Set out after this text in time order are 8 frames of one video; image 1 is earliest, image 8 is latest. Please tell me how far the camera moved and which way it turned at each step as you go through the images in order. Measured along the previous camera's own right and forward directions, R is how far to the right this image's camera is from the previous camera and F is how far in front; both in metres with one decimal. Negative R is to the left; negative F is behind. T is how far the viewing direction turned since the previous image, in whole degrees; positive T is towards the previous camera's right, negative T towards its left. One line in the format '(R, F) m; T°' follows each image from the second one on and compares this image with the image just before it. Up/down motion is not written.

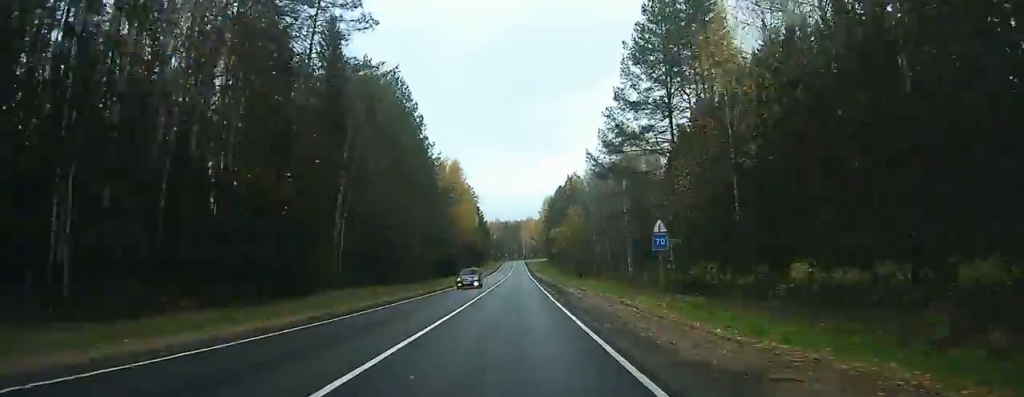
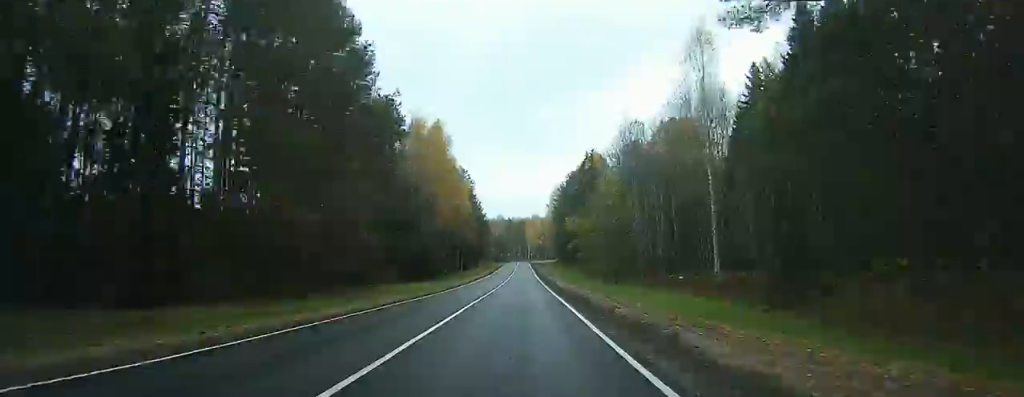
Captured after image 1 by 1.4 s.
(+4.1, +36.7) m; +2°
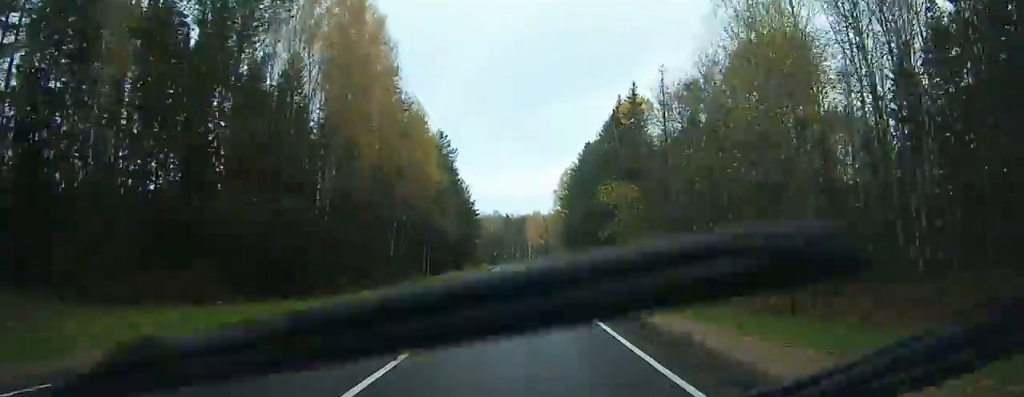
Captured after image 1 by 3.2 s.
(-0.3, +46.9) m; -1°
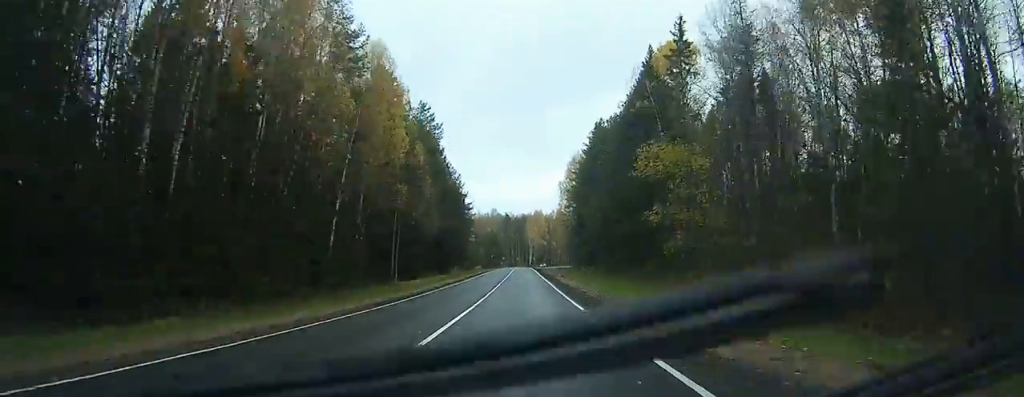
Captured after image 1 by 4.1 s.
(-0.4, +22.3) m; -1°
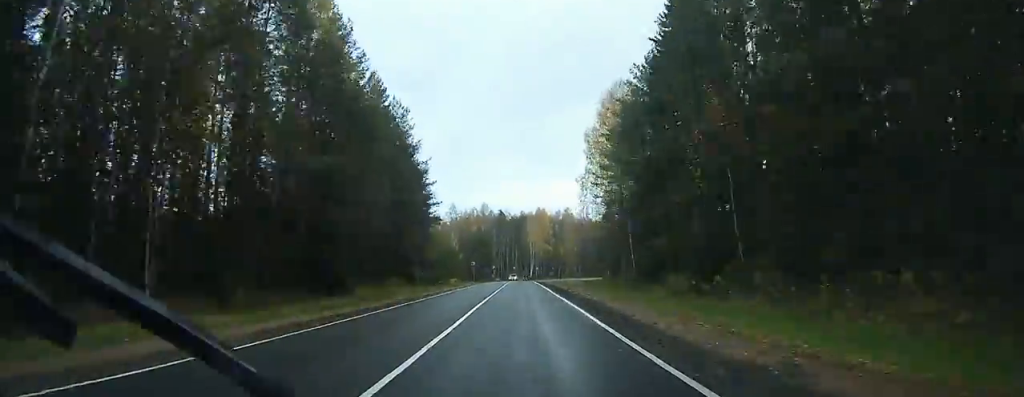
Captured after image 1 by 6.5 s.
(-0.2, +60.7) m; 0°
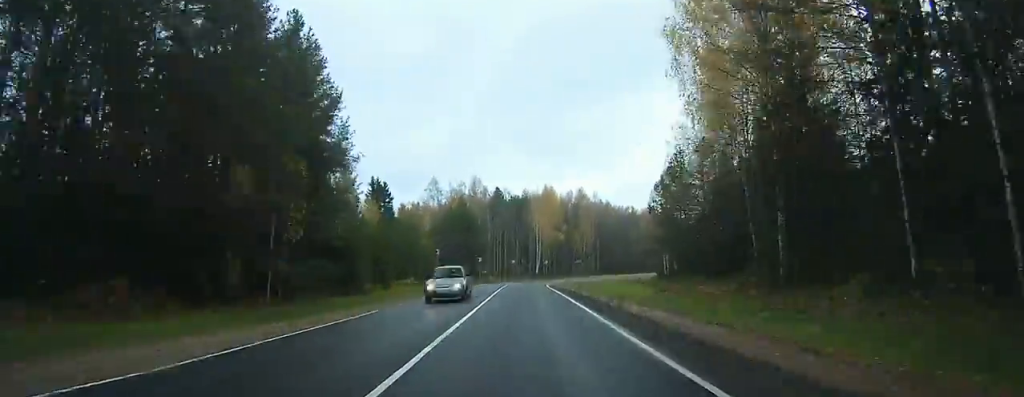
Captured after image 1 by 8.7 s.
(-0.1, +48.7) m; 0°
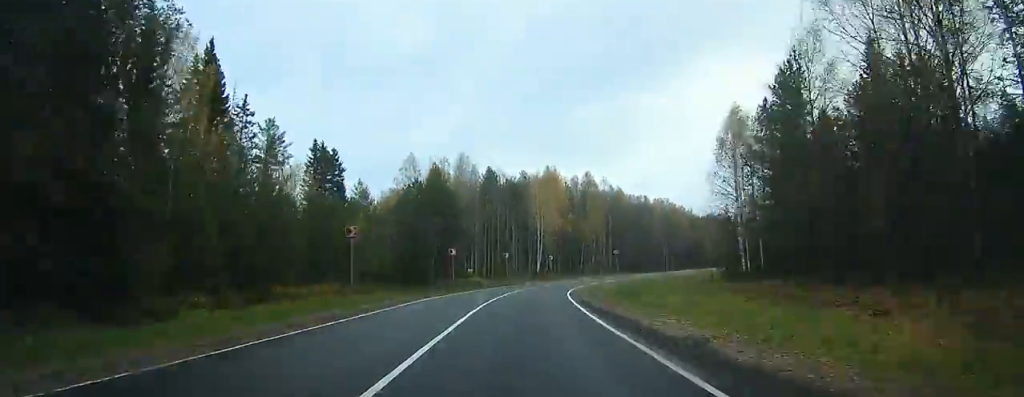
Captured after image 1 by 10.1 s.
(+0.1, +30.1) m; 0°
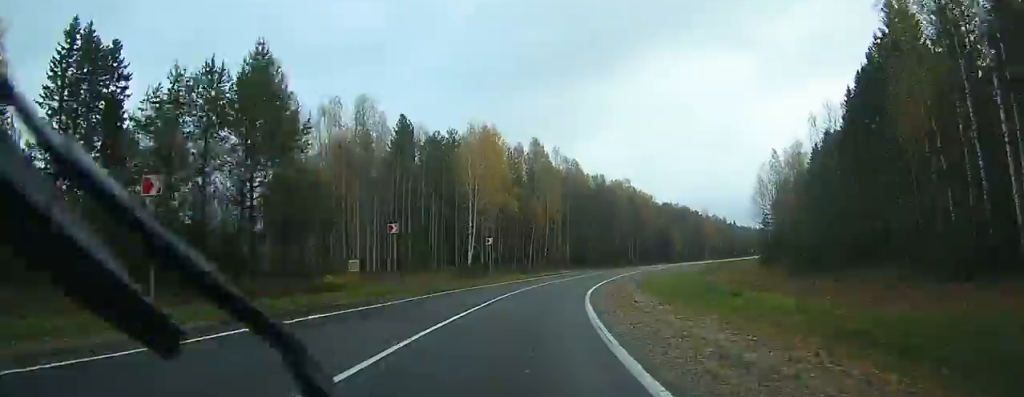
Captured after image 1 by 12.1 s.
(+0.2, +40.2) m; +3°
